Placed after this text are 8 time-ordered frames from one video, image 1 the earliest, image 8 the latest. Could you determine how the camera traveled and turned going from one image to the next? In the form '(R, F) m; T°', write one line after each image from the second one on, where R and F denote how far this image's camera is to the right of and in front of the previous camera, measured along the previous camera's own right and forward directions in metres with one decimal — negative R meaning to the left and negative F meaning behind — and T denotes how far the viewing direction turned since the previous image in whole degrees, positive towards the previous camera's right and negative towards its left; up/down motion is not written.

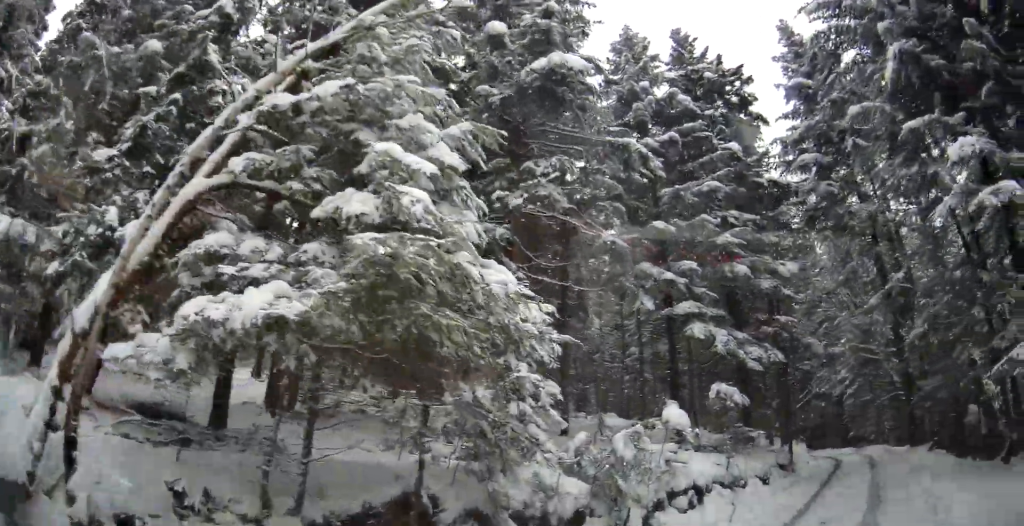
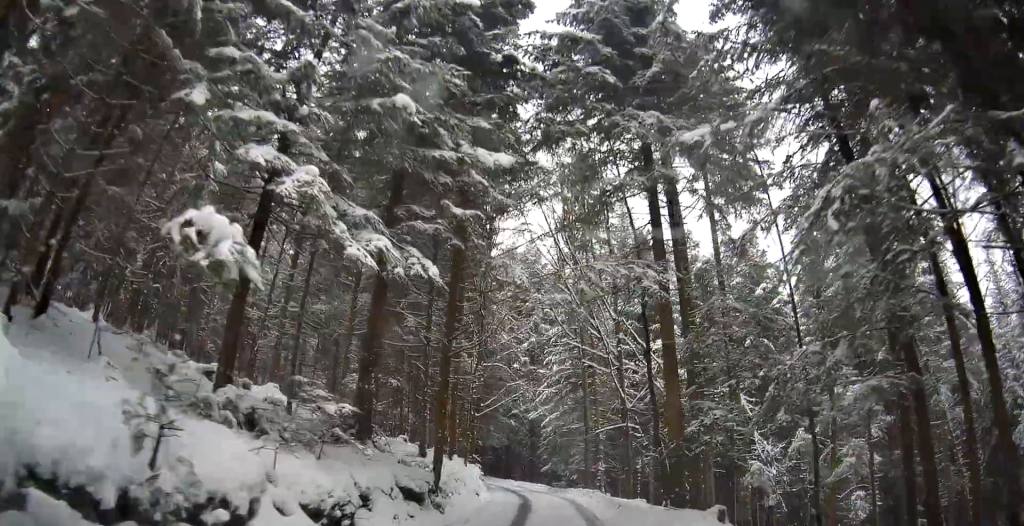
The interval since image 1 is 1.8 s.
(+2.0, +7.8) m; +25°
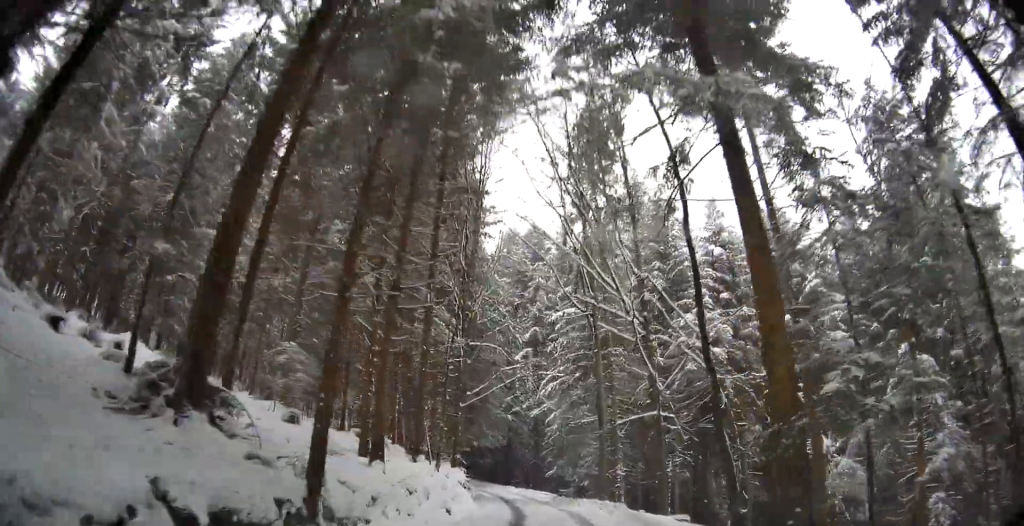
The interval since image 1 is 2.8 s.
(+0.5, +4.5) m; +10°
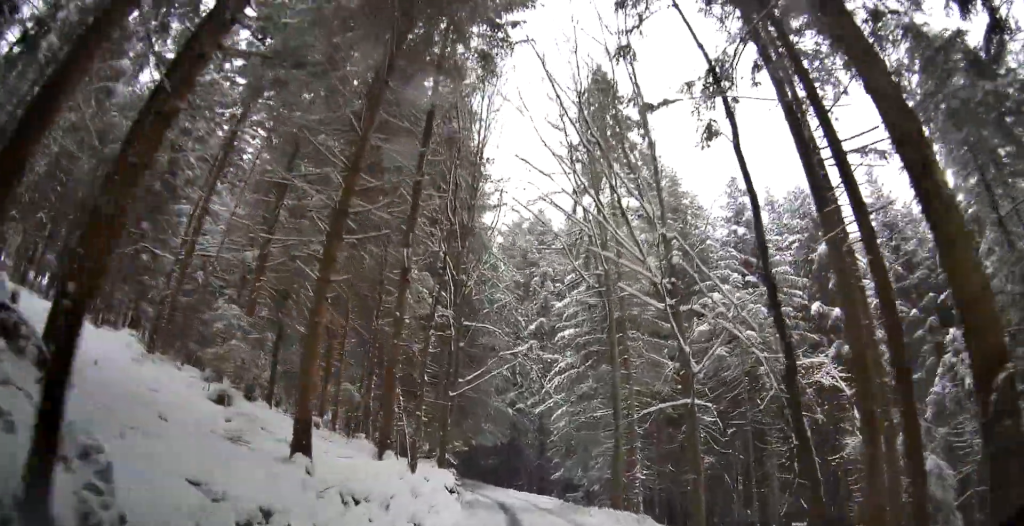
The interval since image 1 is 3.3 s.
(+0.1, +3.1) m; +2°
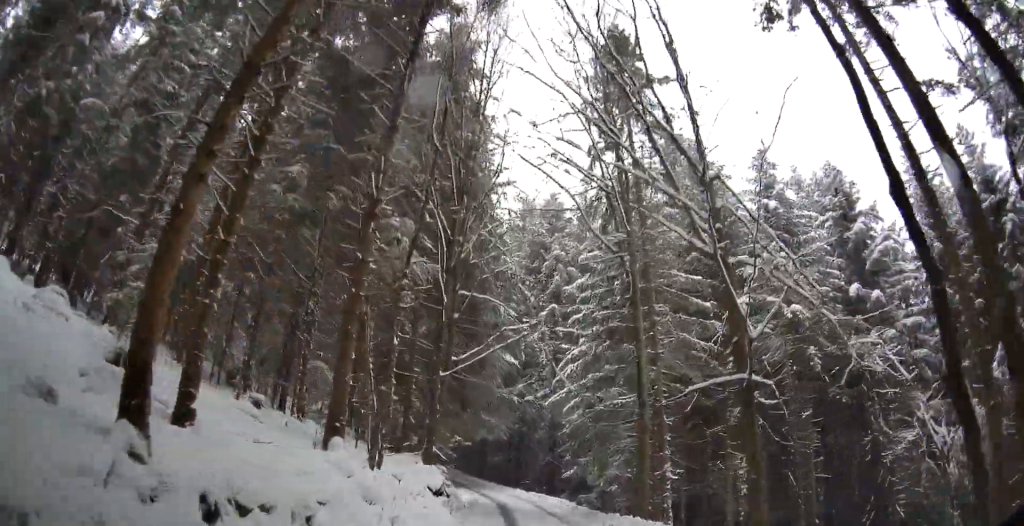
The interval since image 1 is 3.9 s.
(0.0, +3.0) m; +1°
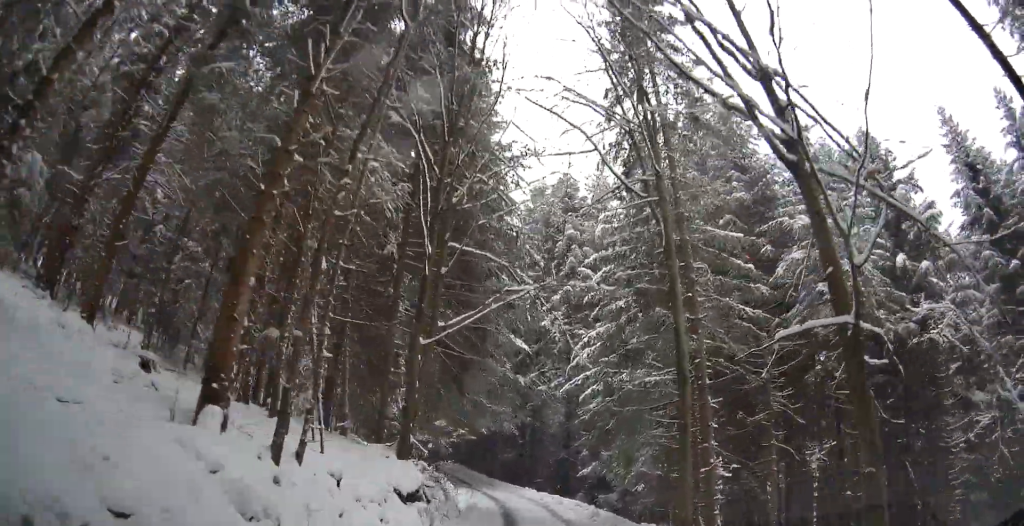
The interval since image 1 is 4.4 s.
(0.0, +3.1) m; -2°
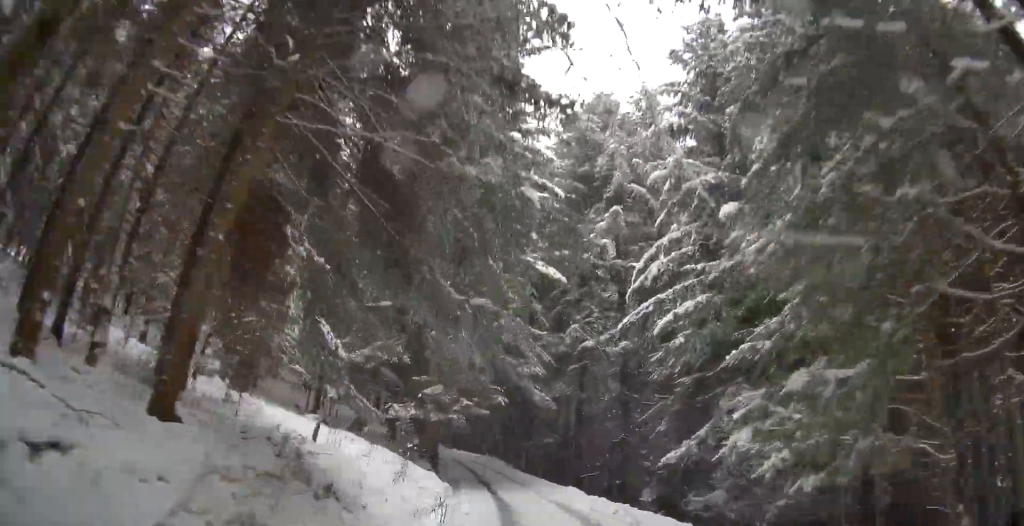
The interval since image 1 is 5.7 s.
(-0.4, +8.9) m; -3°
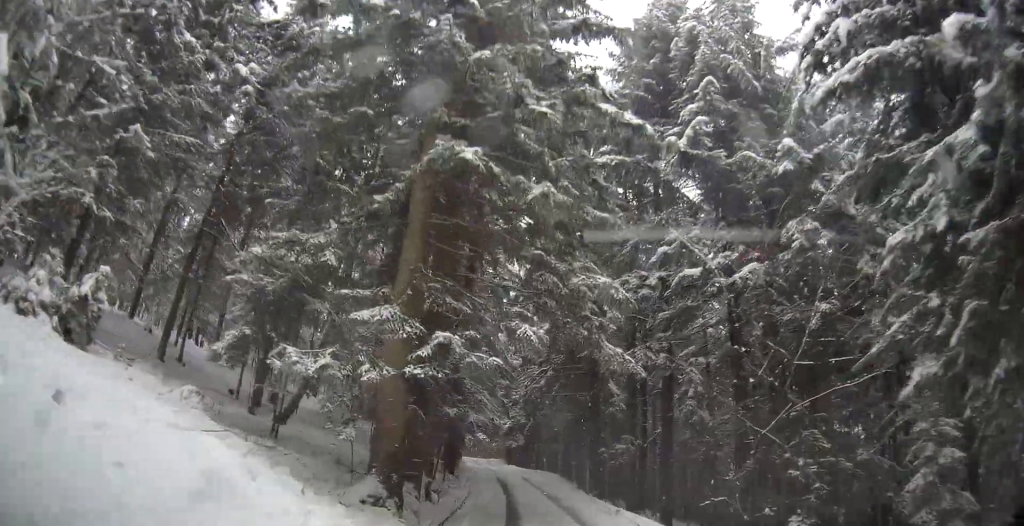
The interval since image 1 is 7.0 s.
(+0.1, +9.8) m; -2°
